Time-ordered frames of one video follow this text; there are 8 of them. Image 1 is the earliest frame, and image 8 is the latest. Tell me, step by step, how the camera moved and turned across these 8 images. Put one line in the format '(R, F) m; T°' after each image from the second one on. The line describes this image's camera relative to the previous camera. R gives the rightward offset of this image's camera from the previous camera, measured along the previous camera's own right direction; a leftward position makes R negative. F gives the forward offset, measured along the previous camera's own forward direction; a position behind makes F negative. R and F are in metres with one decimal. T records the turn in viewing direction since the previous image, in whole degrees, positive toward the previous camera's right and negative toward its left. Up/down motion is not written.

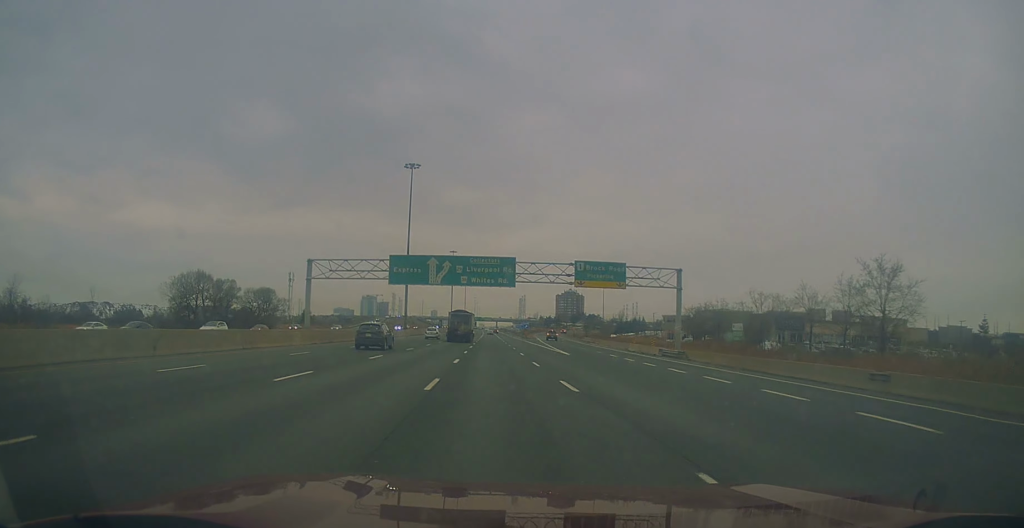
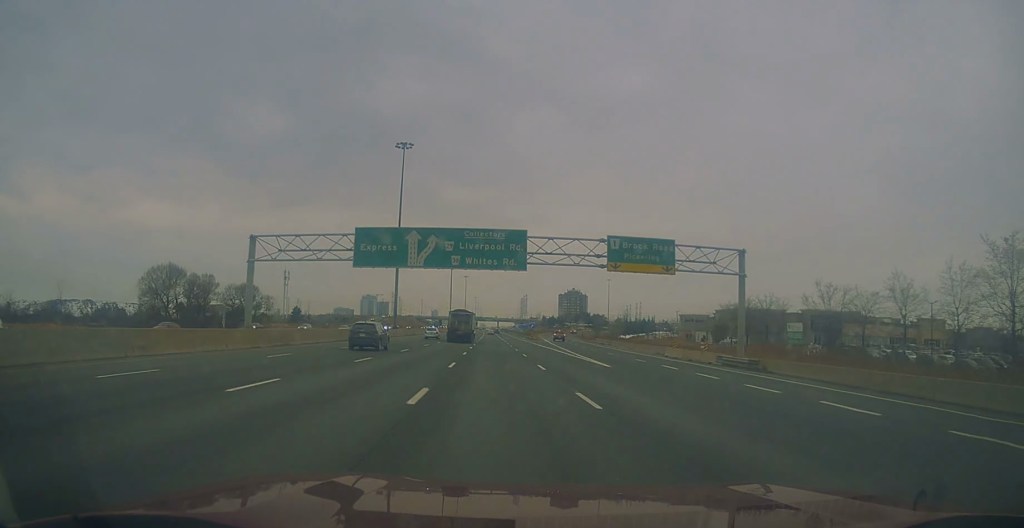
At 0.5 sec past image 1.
(+0.3, +14.7) m; 0°
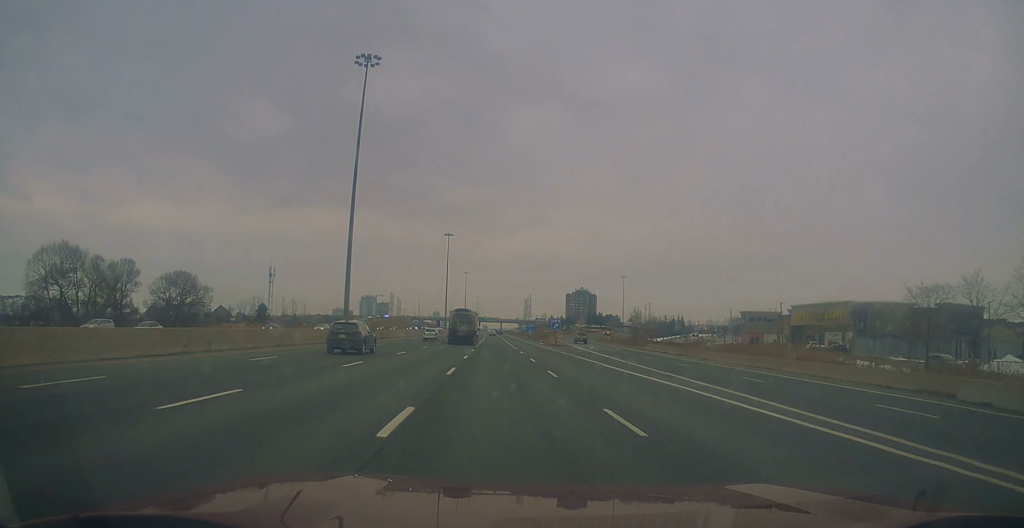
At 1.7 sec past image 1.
(-0.6, +39.0) m; -1°
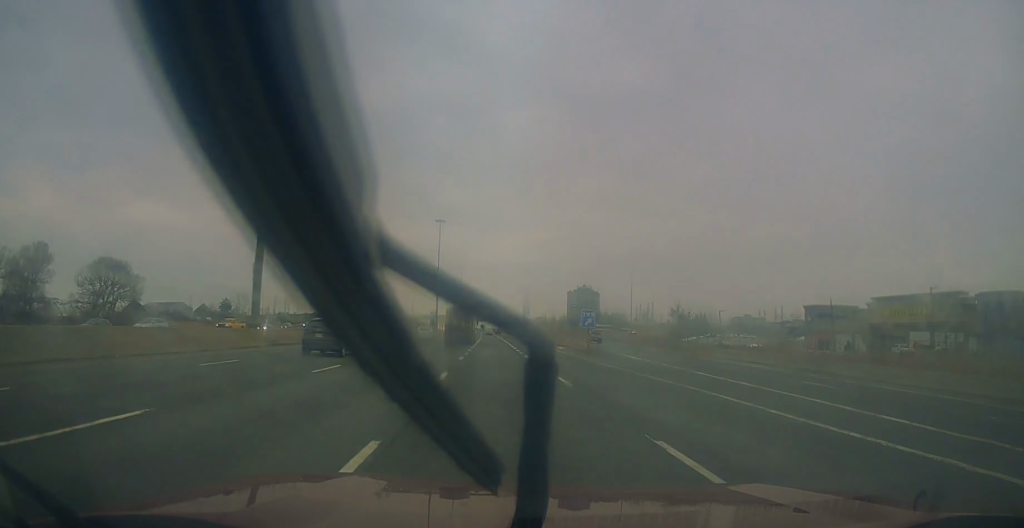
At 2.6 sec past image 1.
(0.0, +27.4) m; 0°
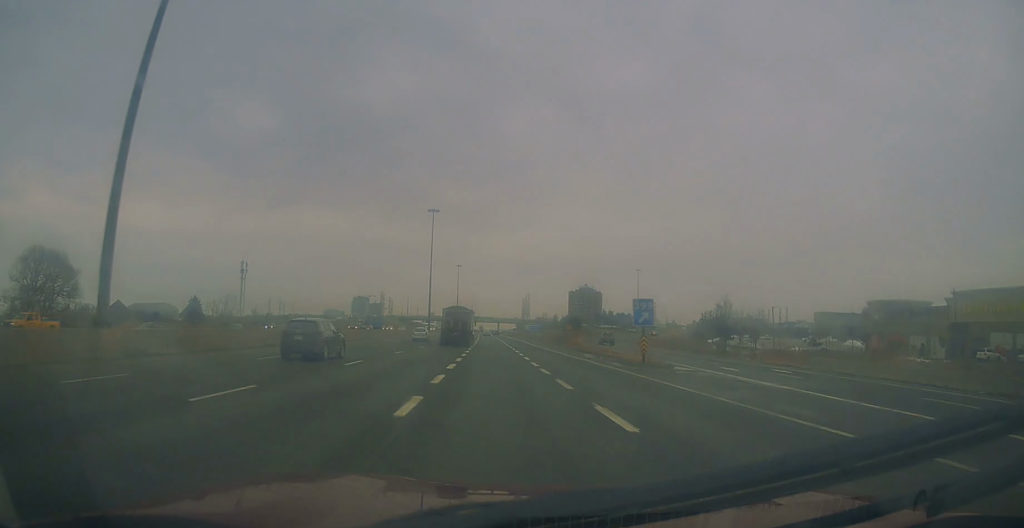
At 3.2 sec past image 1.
(0.0, +19.1) m; 0°
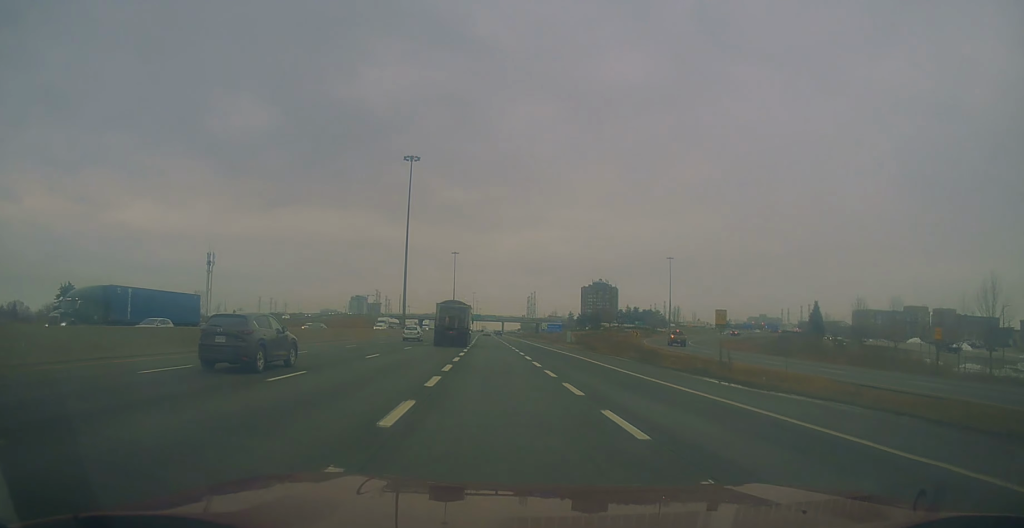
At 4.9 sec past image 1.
(+0.1, +55.0) m; 0°
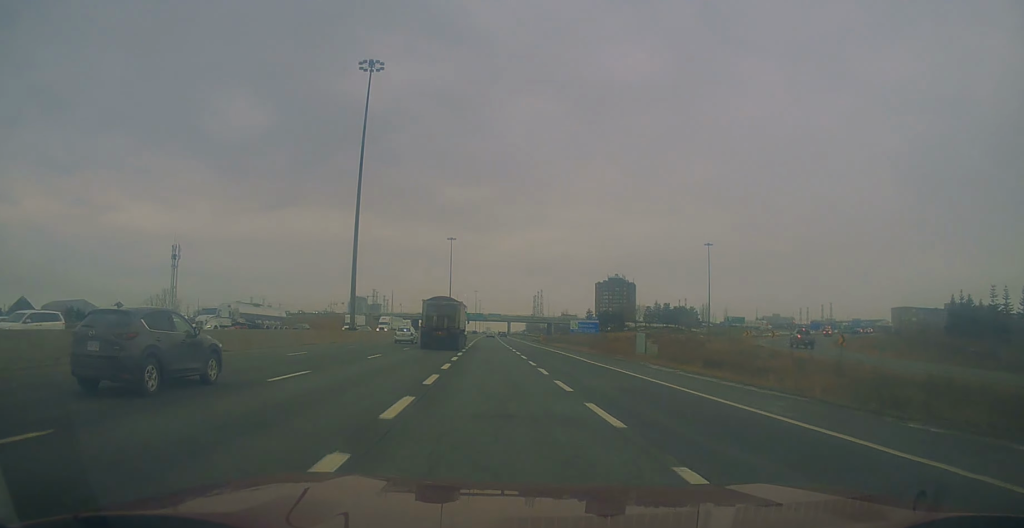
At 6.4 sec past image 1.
(+0.3, +46.5) m; 0°
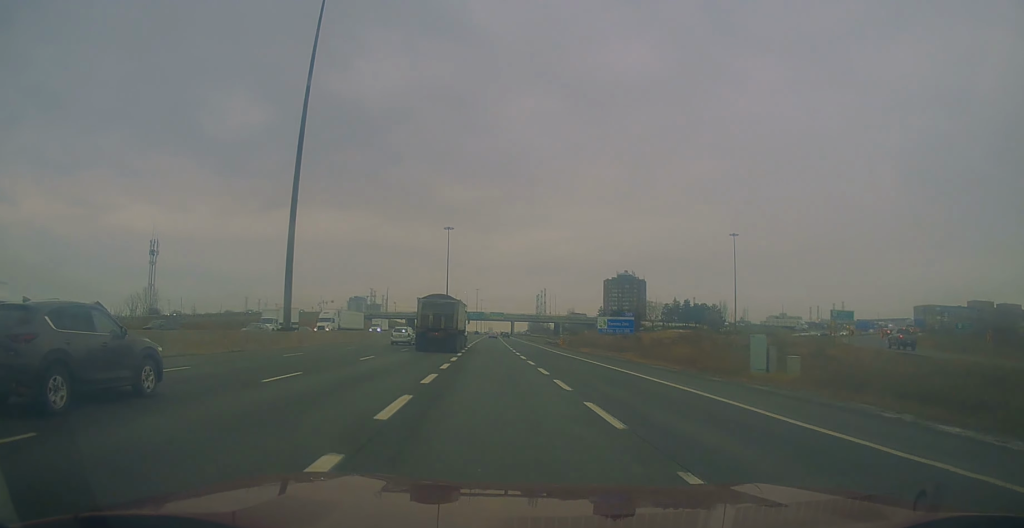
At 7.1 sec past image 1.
(-0.3, +24.2) m; 0°
